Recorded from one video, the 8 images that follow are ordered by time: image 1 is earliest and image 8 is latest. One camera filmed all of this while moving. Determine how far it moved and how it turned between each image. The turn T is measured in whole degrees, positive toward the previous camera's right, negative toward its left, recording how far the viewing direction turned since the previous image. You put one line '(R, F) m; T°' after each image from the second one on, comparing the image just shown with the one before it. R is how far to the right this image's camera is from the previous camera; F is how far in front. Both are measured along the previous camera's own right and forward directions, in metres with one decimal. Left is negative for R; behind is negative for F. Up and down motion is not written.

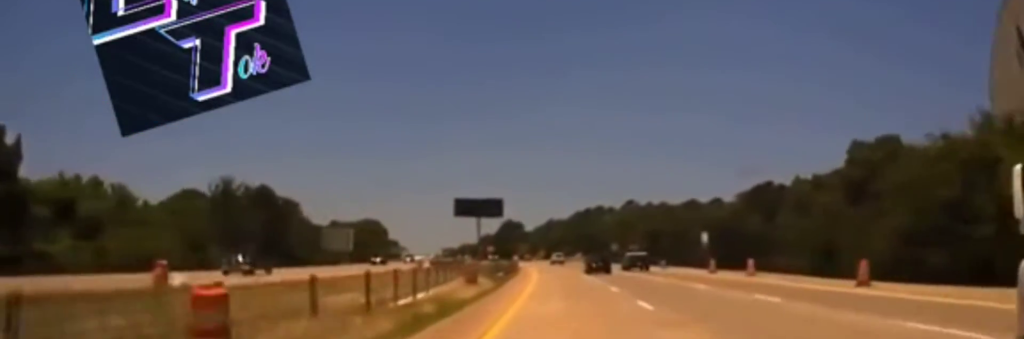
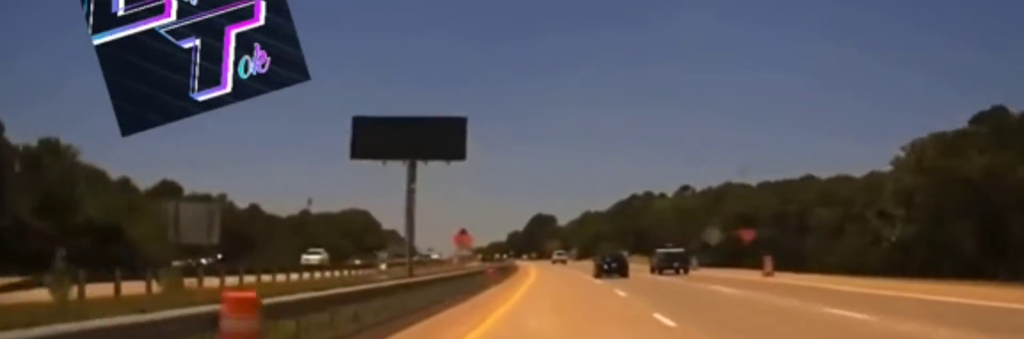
(-1.7, +75.7) m; -3°
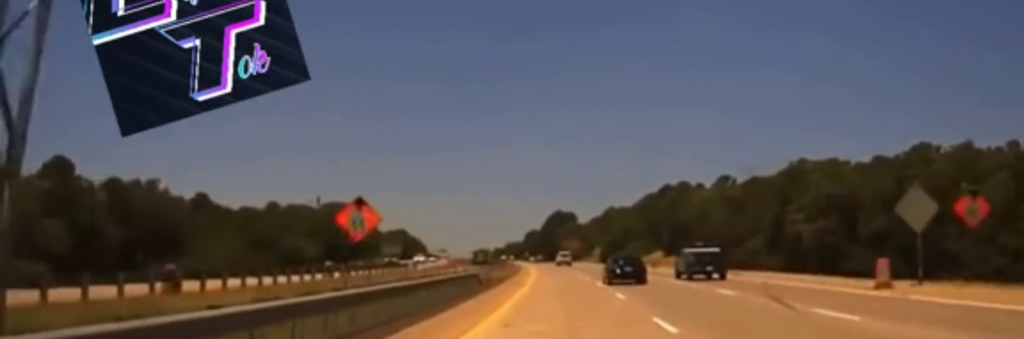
(-0.4, +40.5) m; -1°
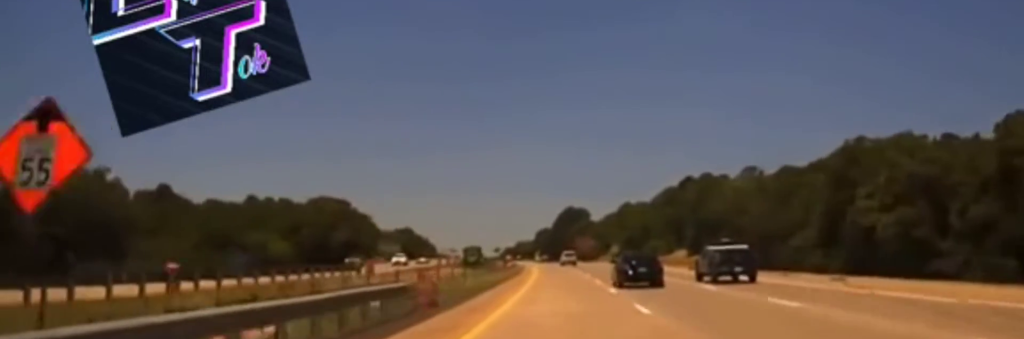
(-0.1, +20.5) m; -1°
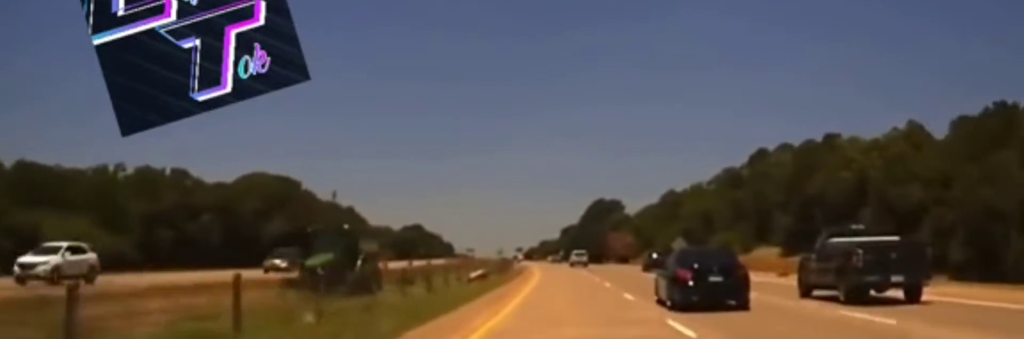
(-0.9, +53.9) m; -2°
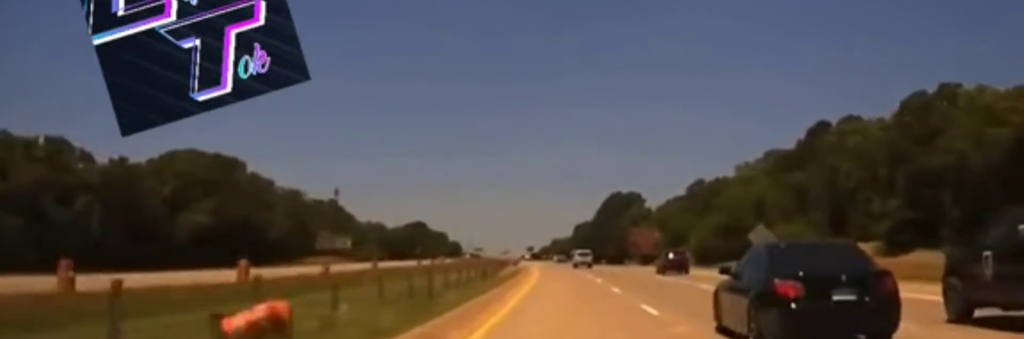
(-0.2, +28.8) m; -1°
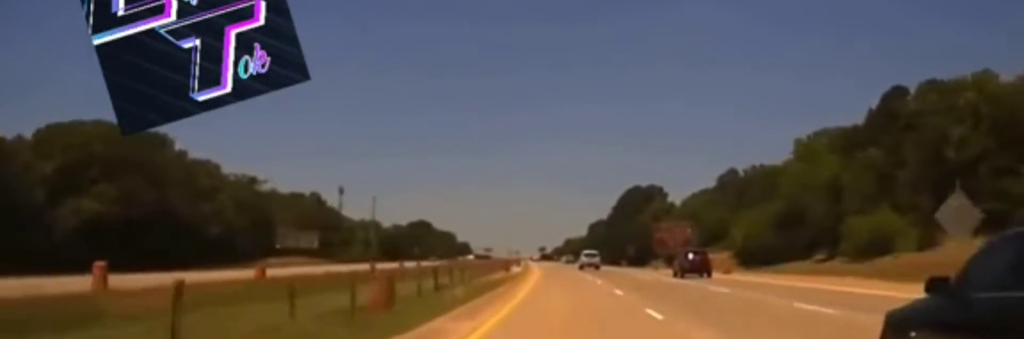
(-0.3, +24.0) m; -1°
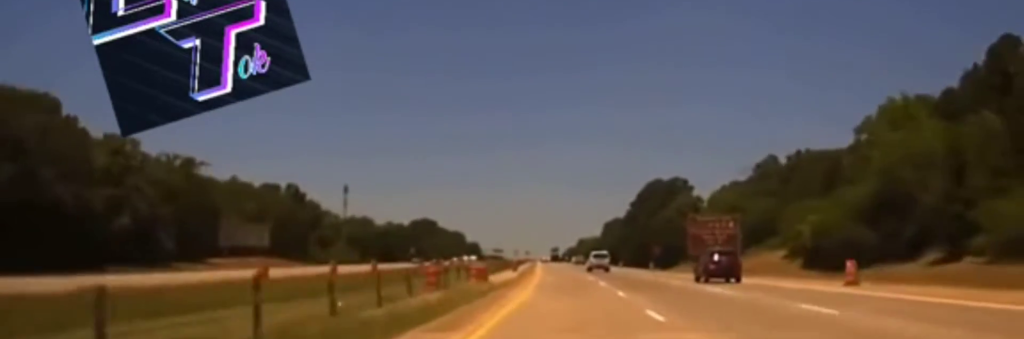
(-0.2, +24.2) m; -1°
